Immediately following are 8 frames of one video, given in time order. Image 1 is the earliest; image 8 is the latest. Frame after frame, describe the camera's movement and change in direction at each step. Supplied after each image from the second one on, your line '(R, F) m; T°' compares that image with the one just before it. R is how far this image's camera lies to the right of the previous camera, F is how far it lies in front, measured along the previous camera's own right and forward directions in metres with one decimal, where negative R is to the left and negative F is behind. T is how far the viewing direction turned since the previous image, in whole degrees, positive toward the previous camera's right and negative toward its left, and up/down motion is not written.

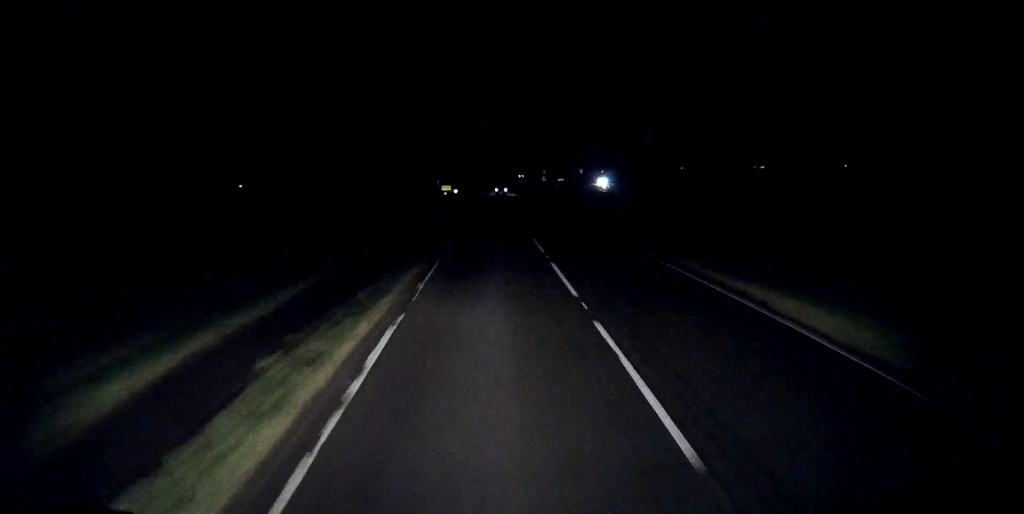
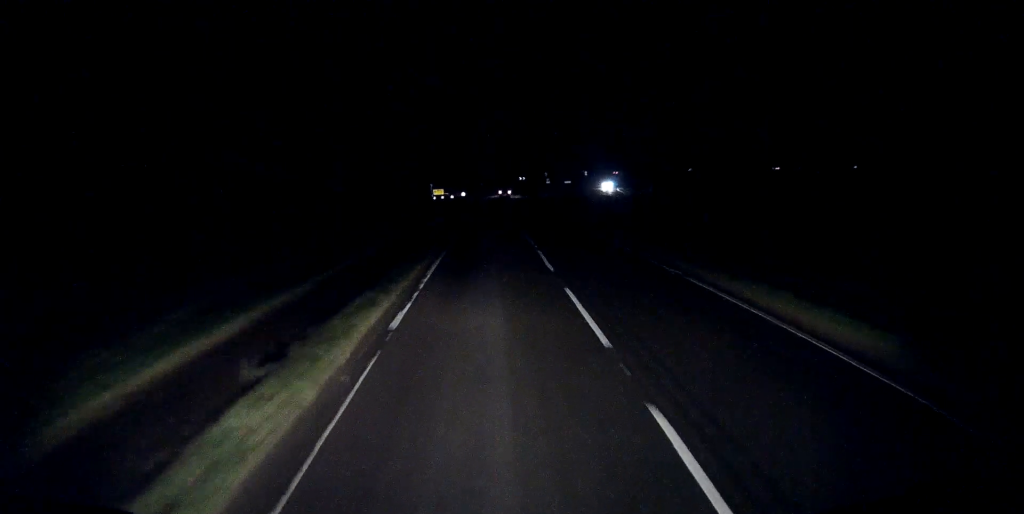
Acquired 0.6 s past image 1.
(+0.1, +14.1) m; 0°
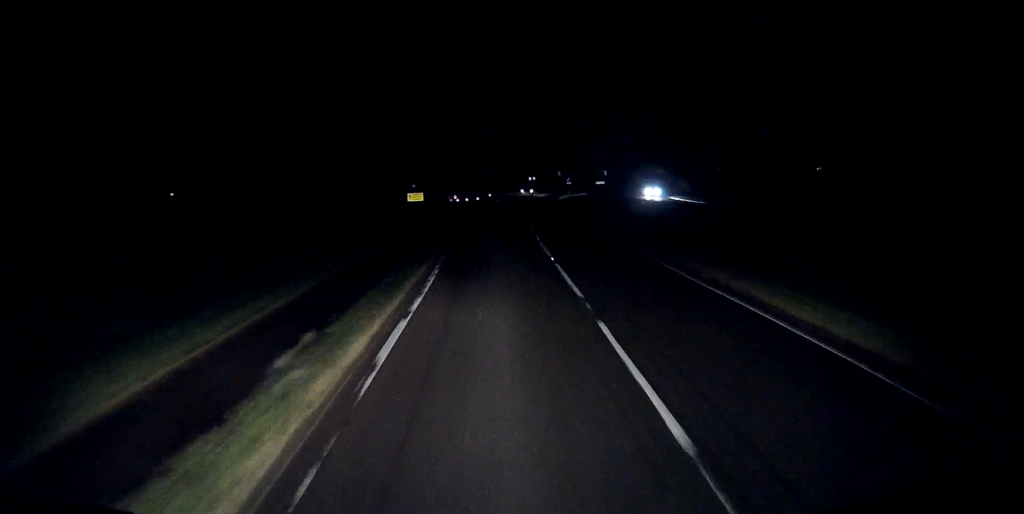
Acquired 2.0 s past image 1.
(-0.1, +33.0) m; 0°
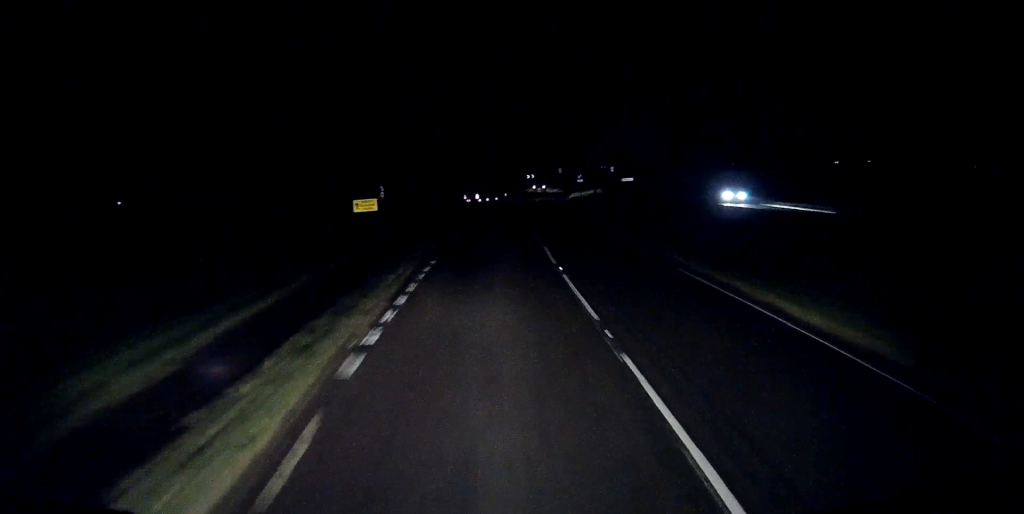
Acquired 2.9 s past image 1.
(+0.1, +21.9) m; +1°
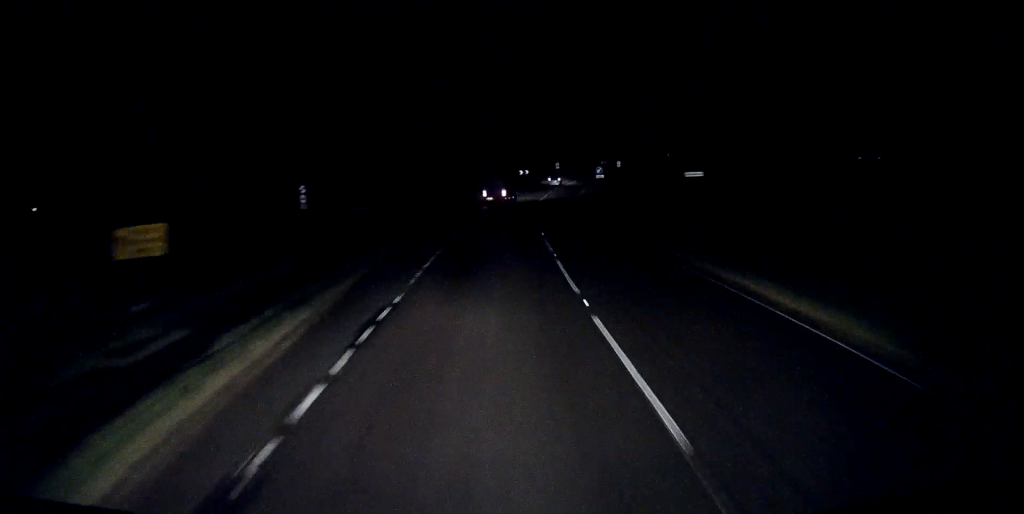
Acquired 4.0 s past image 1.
(+0.2, +25.7) m; +1°
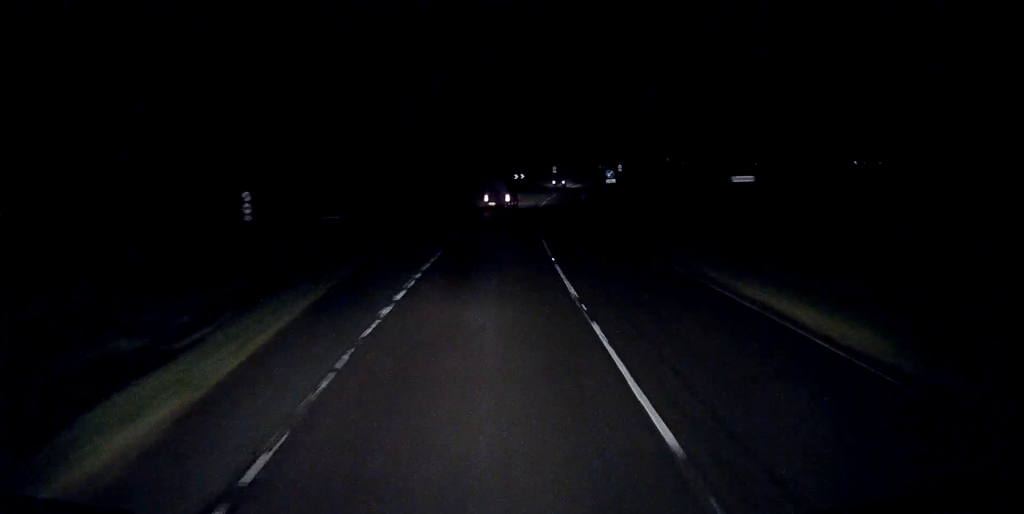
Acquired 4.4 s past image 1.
(0.0, +9.3) m; 0°
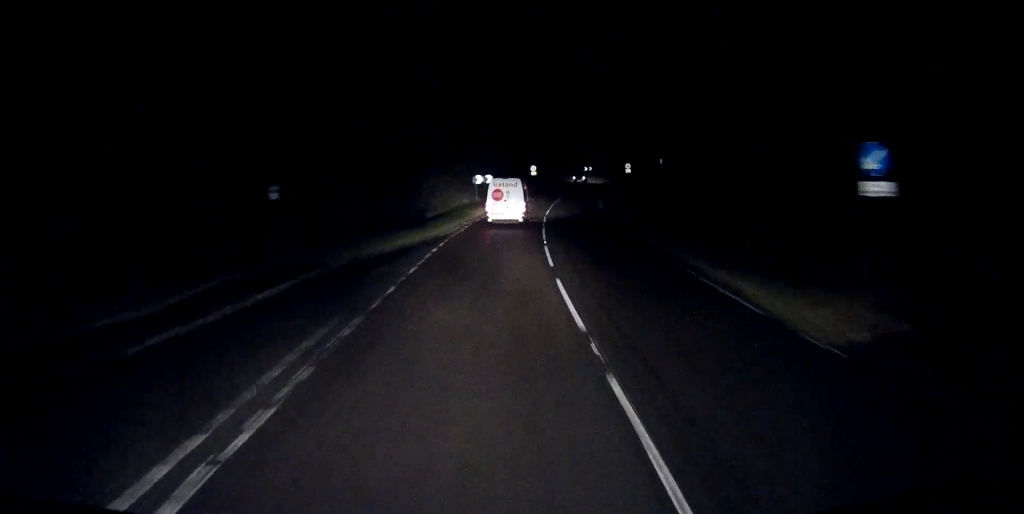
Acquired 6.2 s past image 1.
(+0.8, +41.2) m; +2°
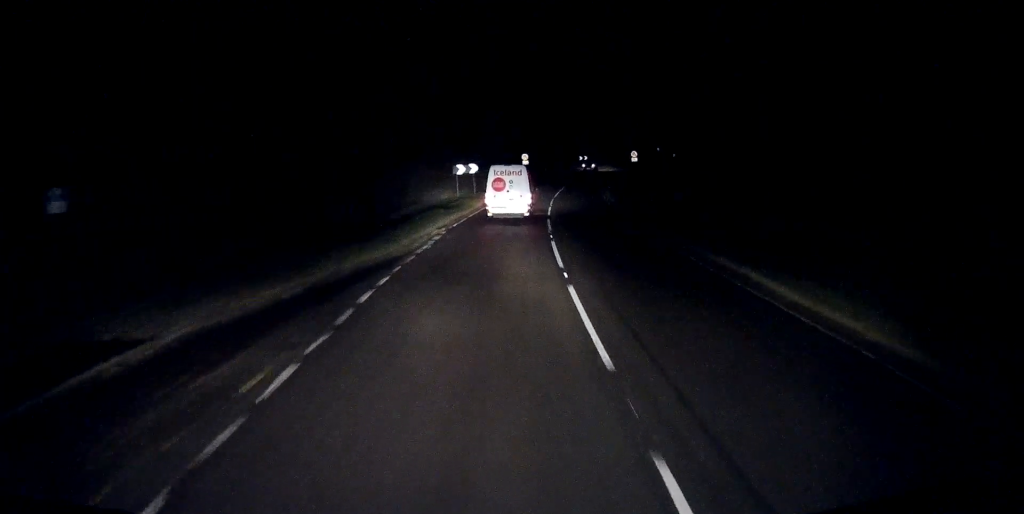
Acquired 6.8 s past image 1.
(+0.1, +12.6) m; +1°
